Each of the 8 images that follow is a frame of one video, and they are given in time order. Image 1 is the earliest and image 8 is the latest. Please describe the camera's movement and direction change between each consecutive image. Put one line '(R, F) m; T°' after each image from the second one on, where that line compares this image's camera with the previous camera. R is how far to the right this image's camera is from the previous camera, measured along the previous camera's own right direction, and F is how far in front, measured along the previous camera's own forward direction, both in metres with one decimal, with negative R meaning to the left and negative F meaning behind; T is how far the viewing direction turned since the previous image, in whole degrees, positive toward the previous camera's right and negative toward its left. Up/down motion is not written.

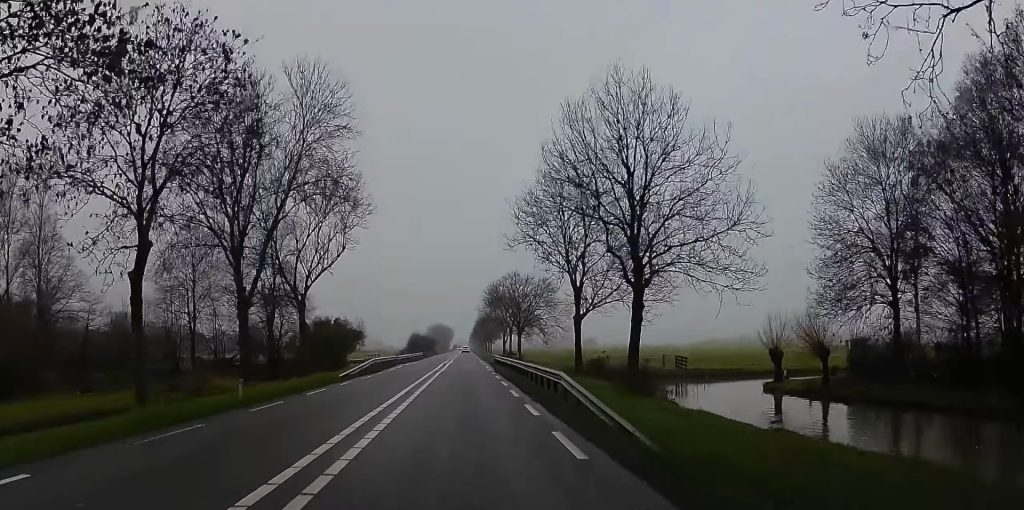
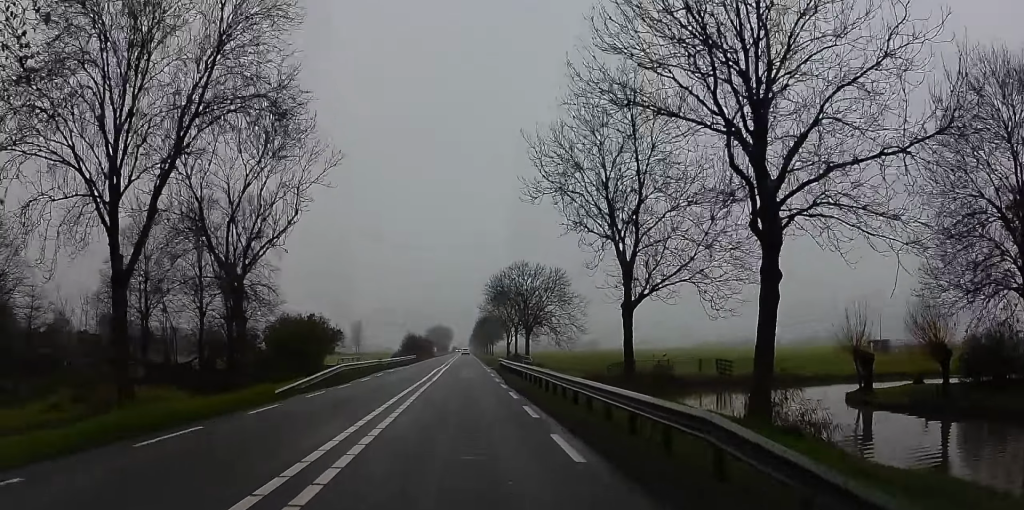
(0.0, +12.3) m; 0°
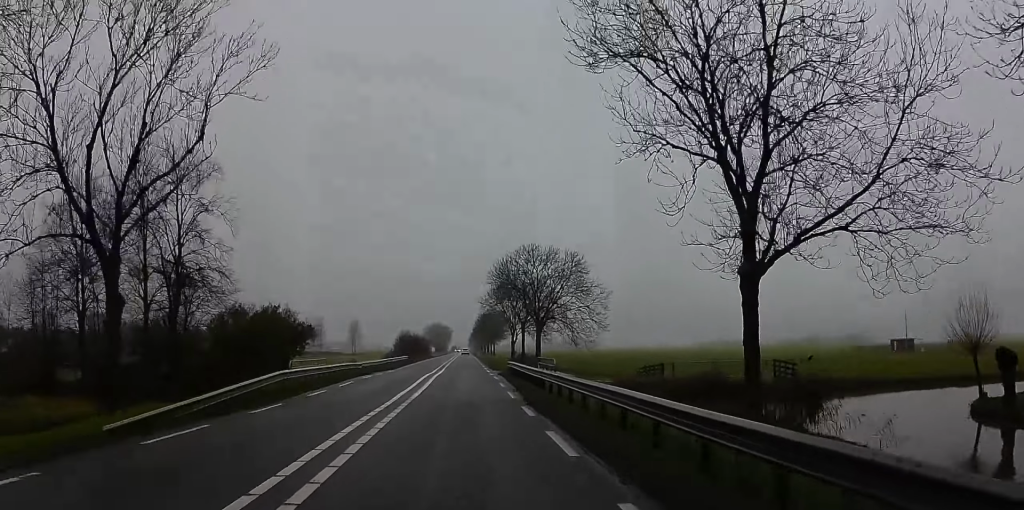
(0.0, +11.7) m; 0°
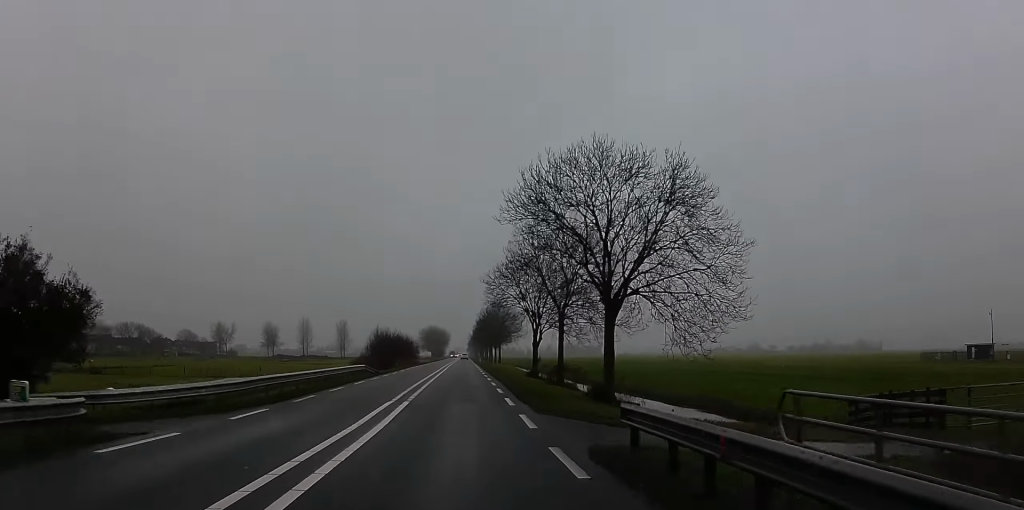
(+0.2, +31.2) m; 0°
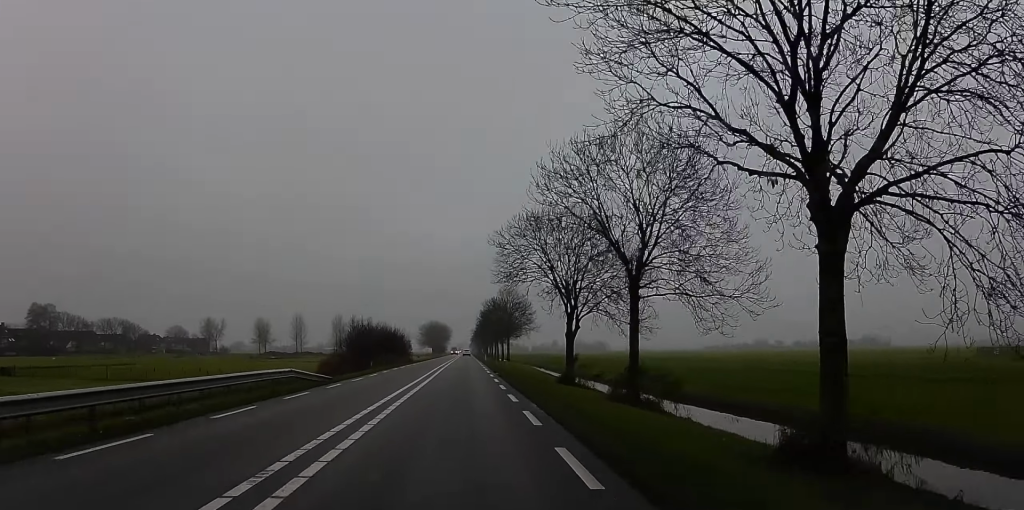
(-0.1, +19.0) m; 0°
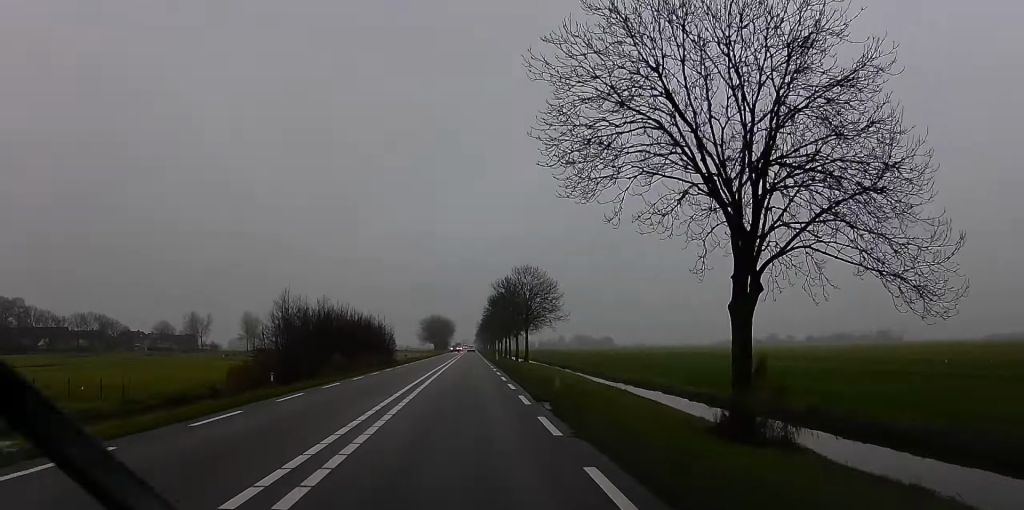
(+0.2, +26.0) m; 0°
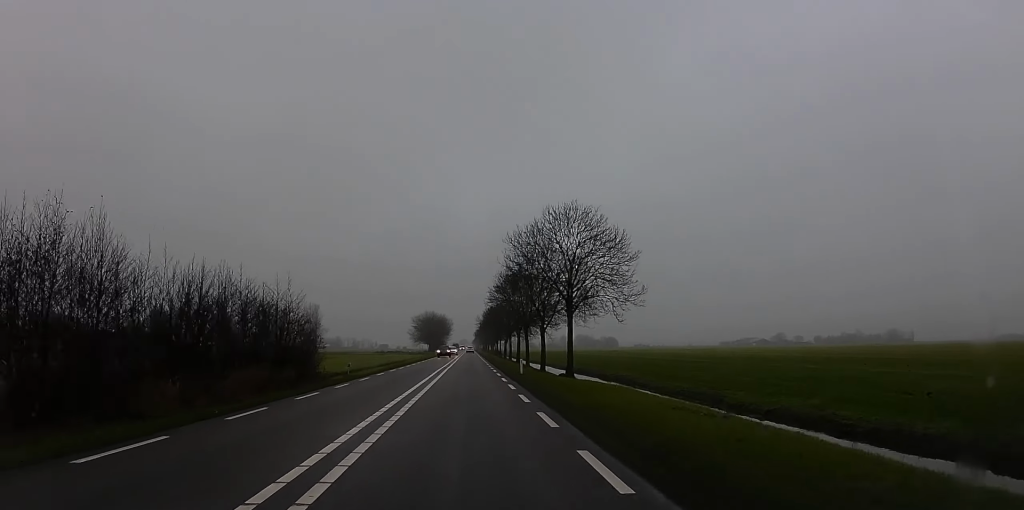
(-0.7, +34.7) m; -1°
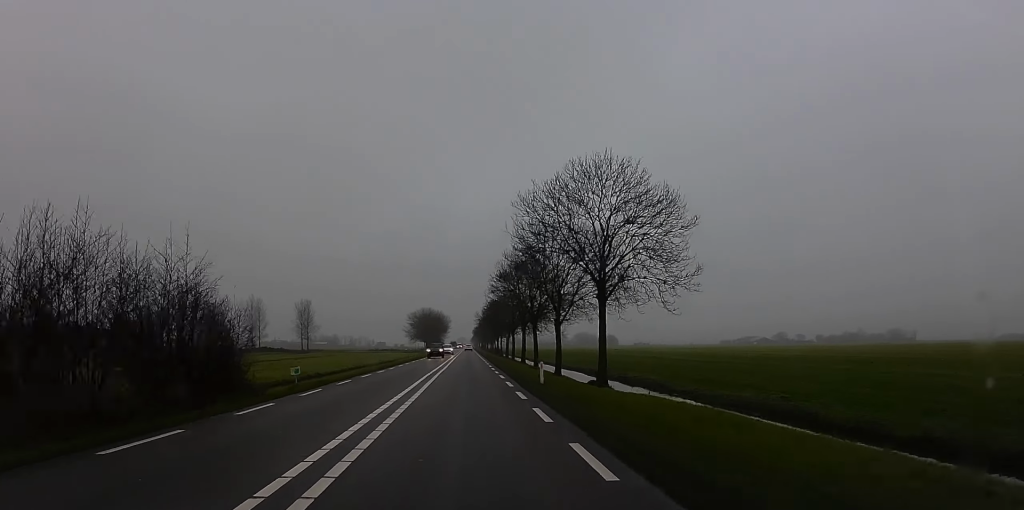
(0.0, +11.1) m; 0°
